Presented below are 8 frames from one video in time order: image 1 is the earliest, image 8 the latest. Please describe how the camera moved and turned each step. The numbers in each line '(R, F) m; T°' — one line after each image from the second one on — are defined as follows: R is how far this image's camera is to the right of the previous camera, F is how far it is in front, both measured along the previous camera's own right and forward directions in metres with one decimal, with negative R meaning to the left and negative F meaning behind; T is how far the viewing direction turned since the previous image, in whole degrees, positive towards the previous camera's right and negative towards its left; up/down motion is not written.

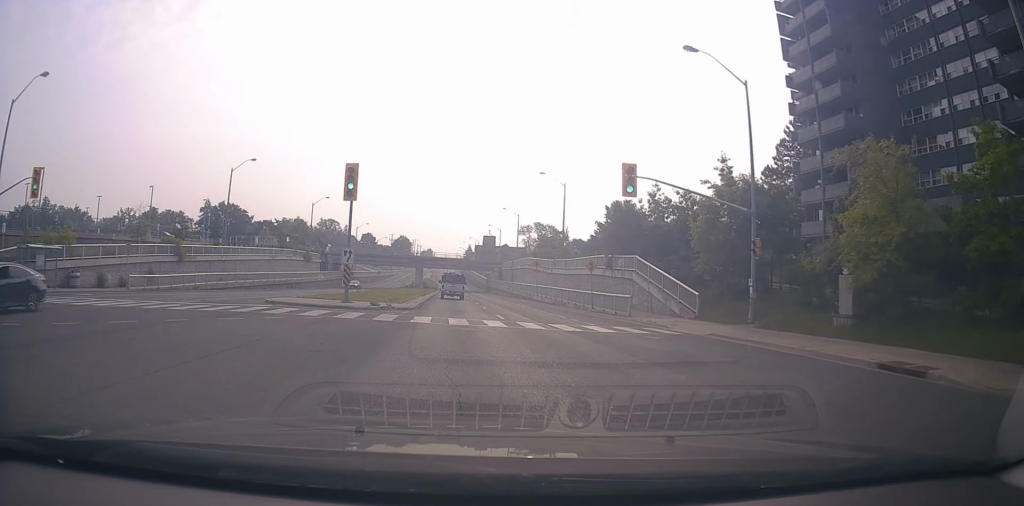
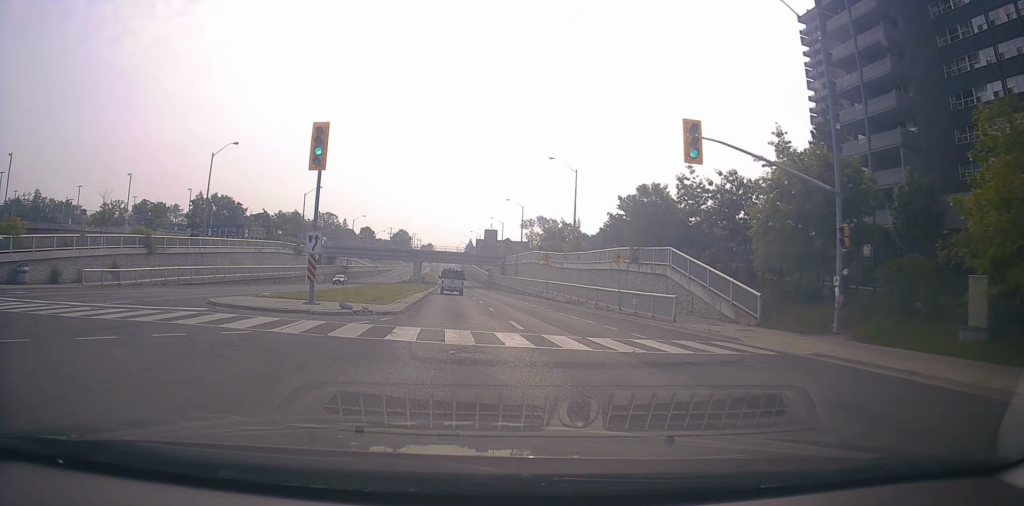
(+0.1, +6.1) m; 0°
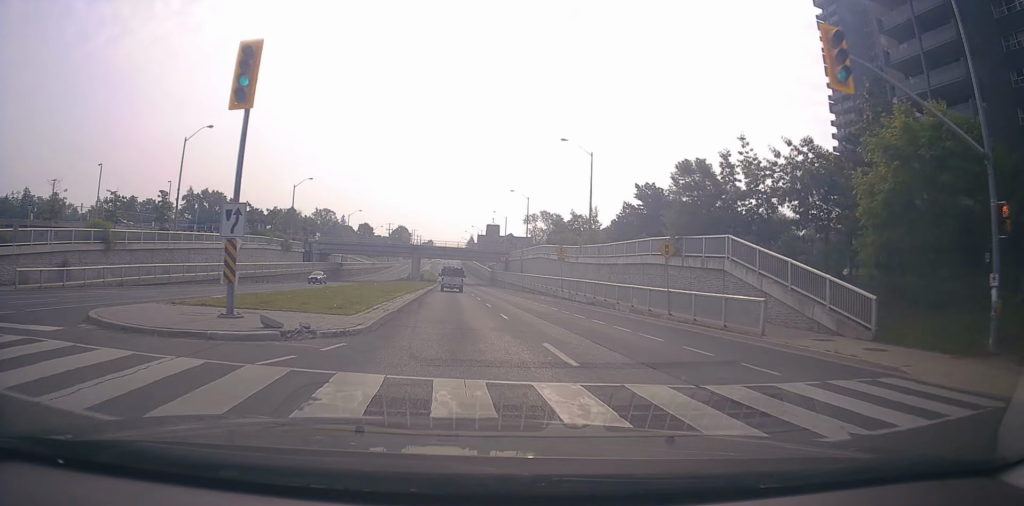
(-0.4, +7.1) m; 0°
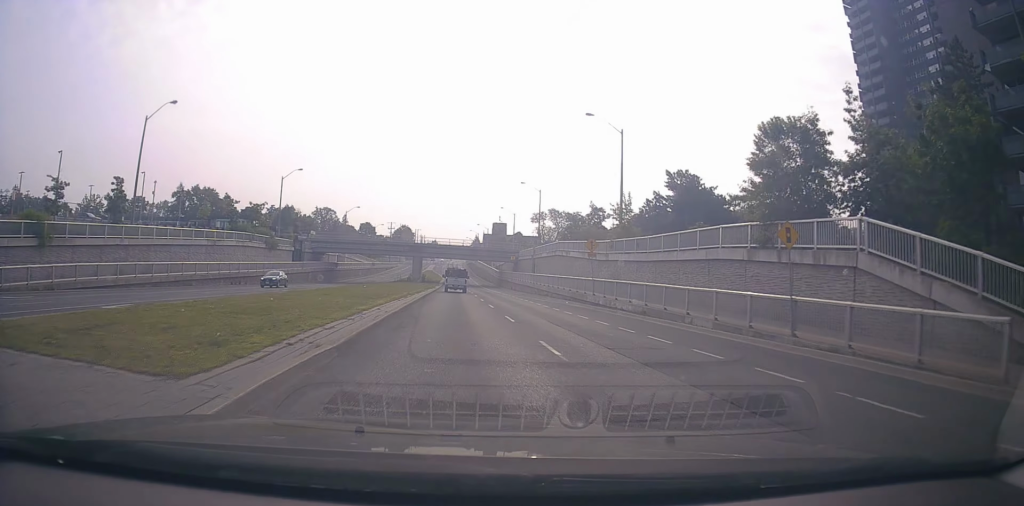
(-0.1, +9.1) m; 0°
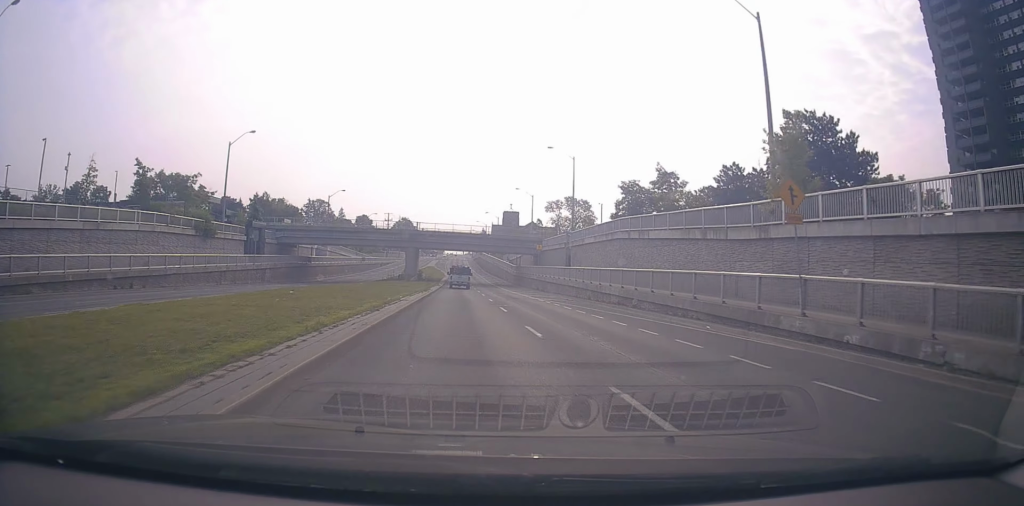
(0.0, +22.6) m; -1°
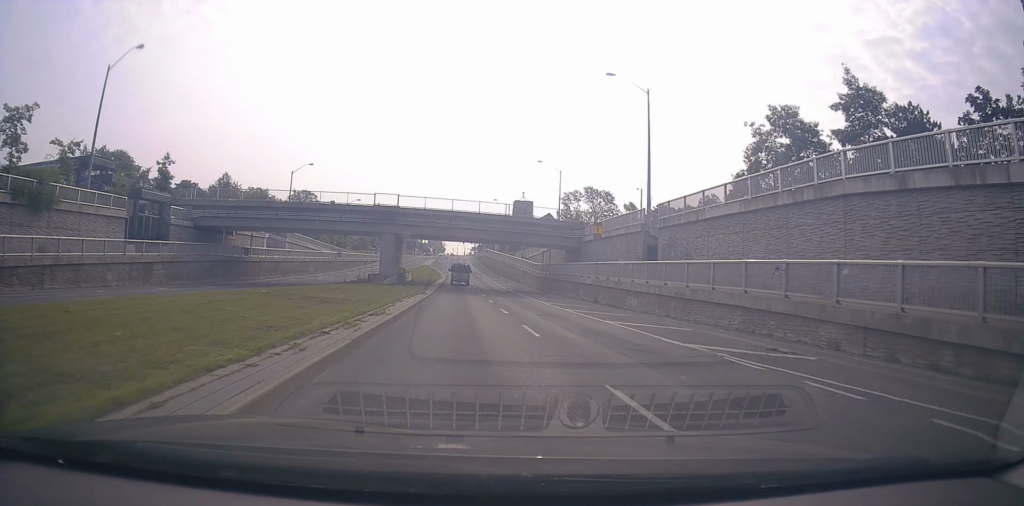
(+0.7, +26.1) m; +1°
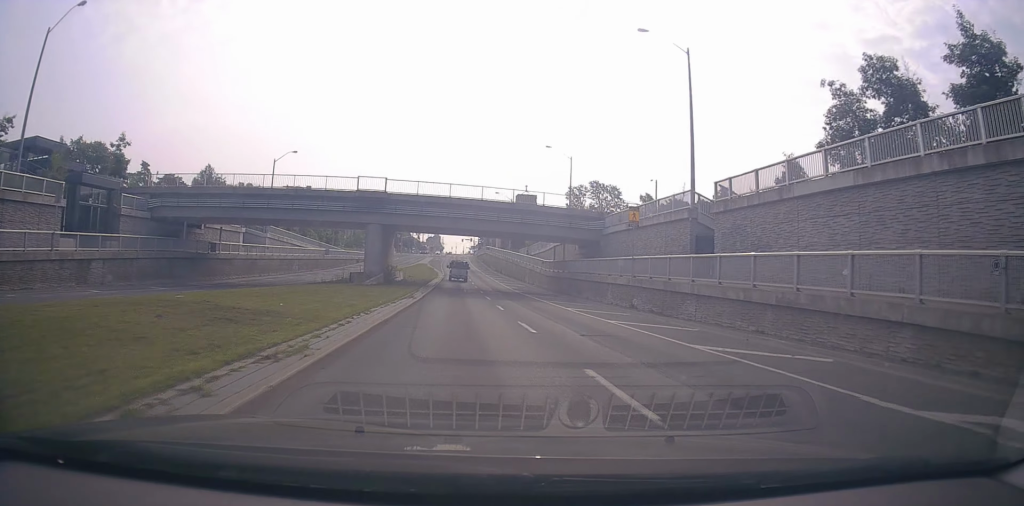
(+0.2, +8.0) m; -1°
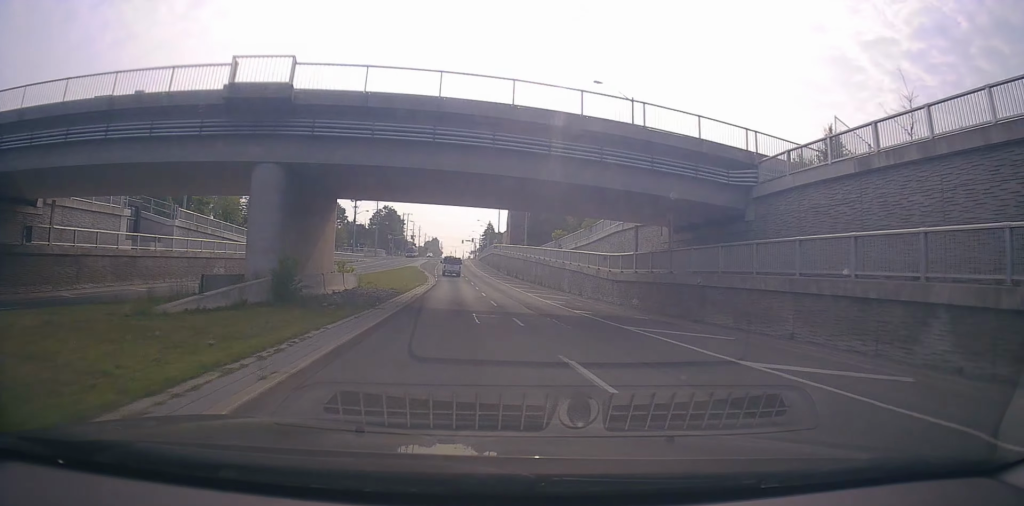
(-0.7, +25.1) m; +1°
